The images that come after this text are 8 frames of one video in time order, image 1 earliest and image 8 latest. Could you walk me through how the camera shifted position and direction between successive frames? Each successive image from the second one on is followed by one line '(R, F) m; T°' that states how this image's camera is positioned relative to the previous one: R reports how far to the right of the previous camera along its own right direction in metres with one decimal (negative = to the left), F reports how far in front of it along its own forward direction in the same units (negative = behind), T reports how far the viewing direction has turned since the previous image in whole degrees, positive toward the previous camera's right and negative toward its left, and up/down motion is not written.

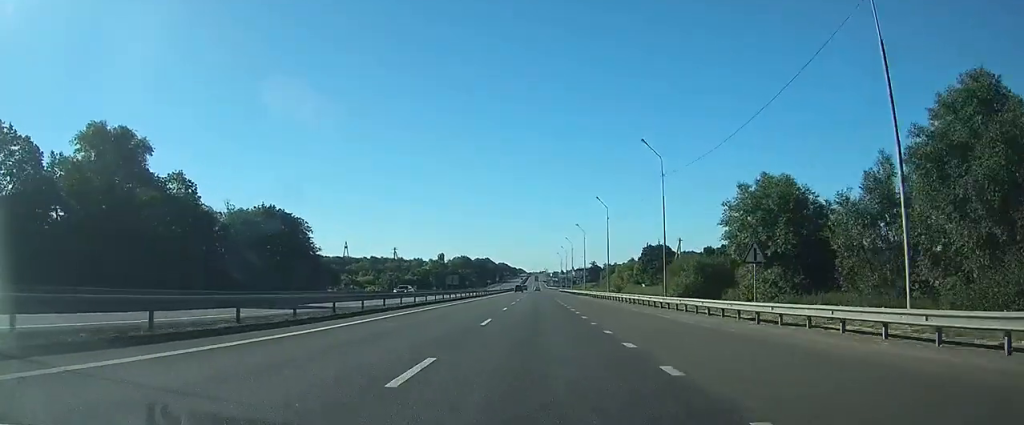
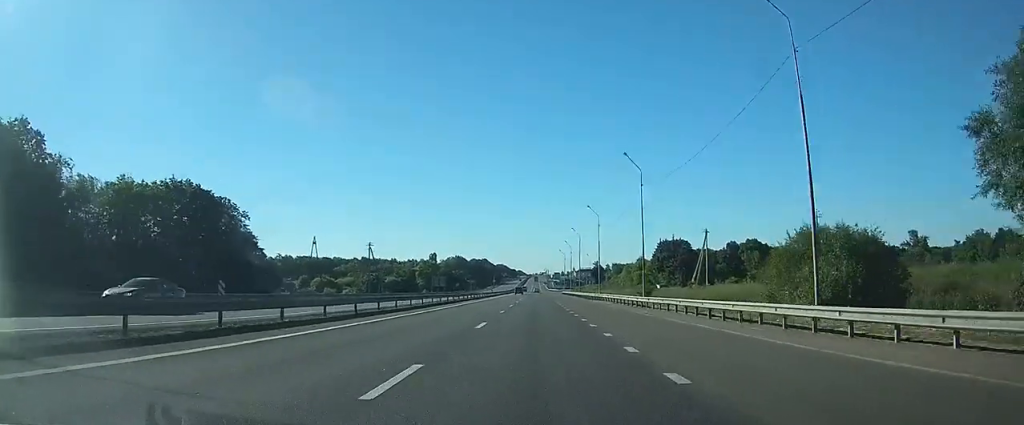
(0.0, +24.7) m; 0°
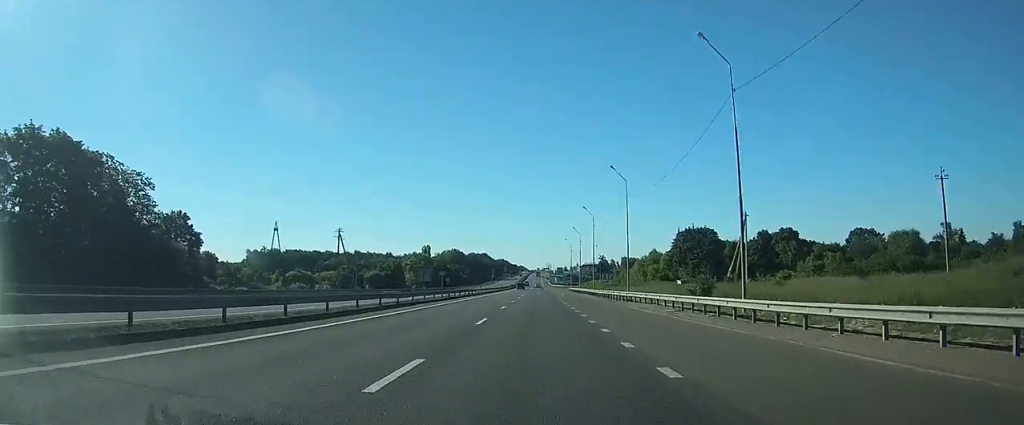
(0.0, +23.7) m; 0°
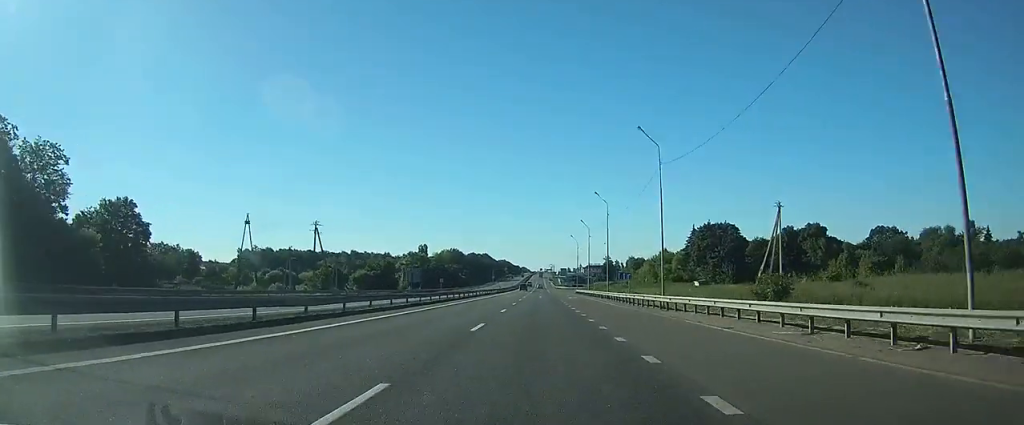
(0.0, +14.3) m; 0°
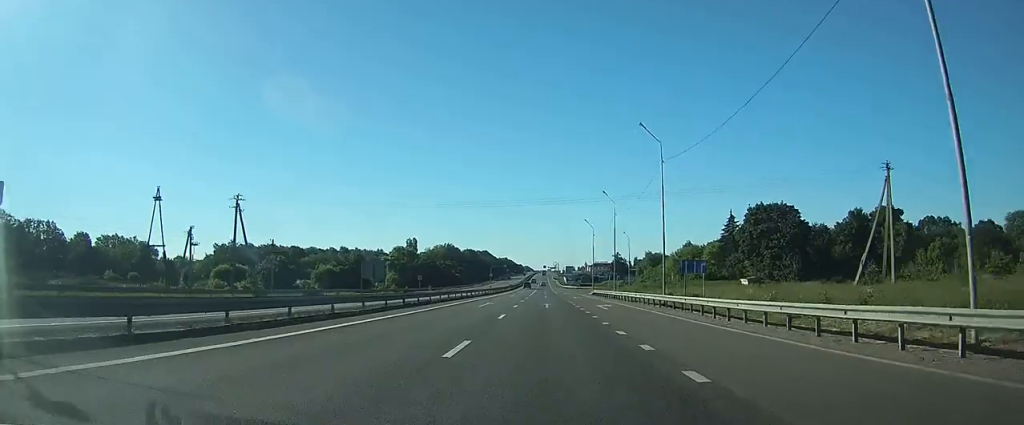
(0.0, +30.2) m; 0°
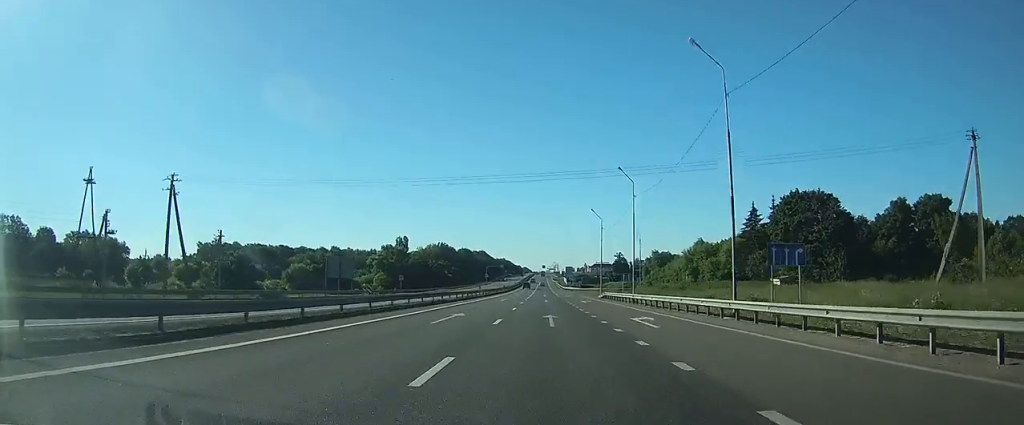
(0.0, +15.0) m; 0°
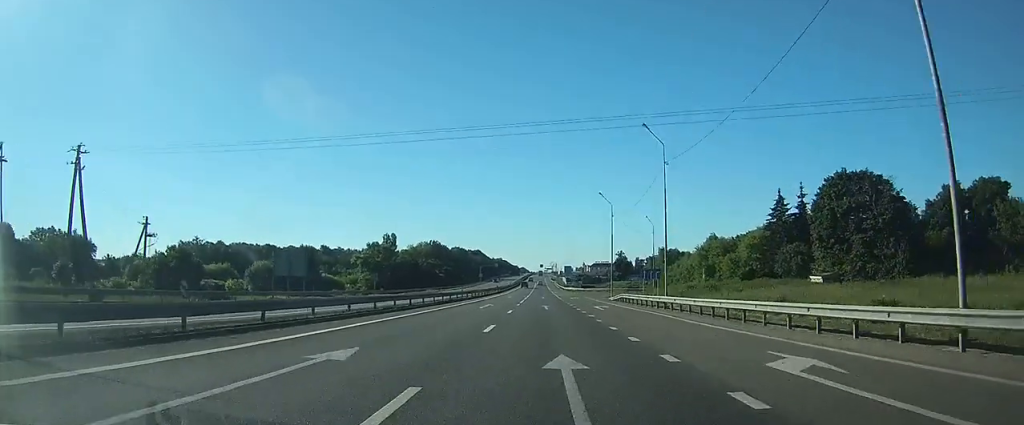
(-0.1, +15.0) m; 0°
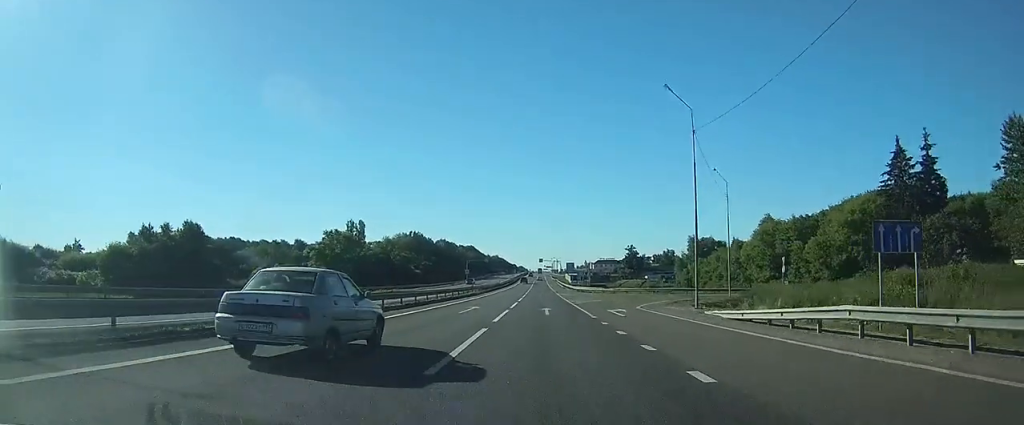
(+0.1, +38.2) m; 0°
